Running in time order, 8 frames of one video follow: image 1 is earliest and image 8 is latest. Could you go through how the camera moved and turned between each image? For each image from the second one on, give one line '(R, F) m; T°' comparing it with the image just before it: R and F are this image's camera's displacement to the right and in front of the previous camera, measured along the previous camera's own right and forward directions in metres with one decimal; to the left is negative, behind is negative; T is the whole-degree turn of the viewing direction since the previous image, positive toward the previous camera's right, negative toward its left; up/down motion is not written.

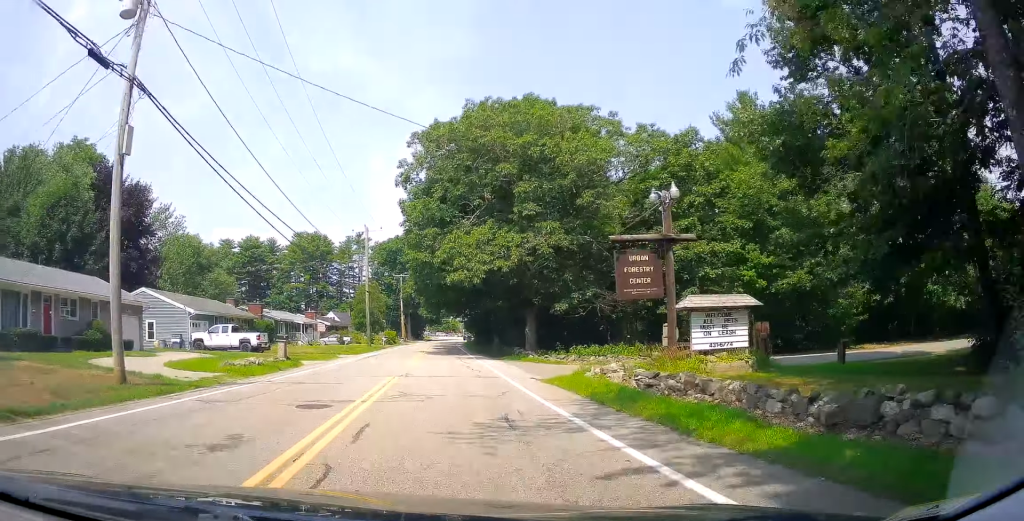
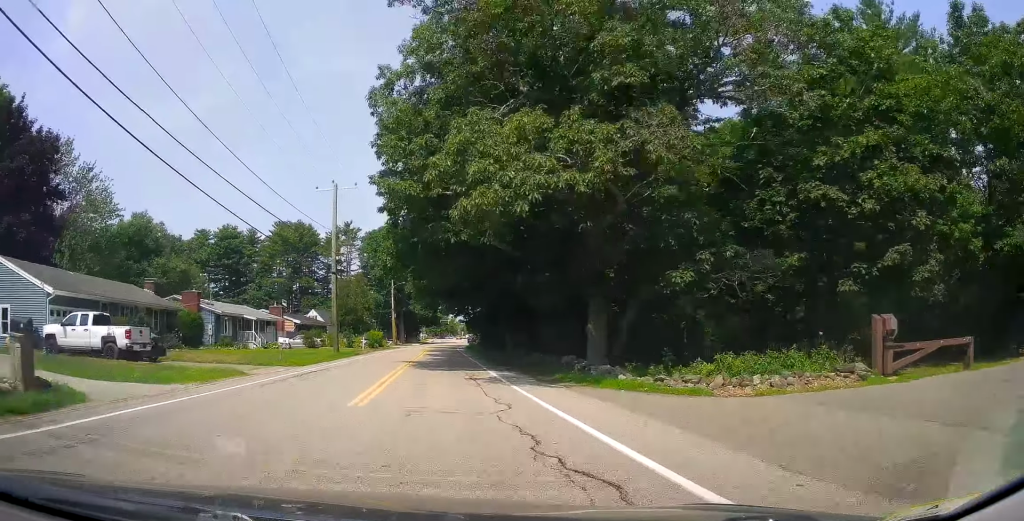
(+0.1, +17.0) m; 0°
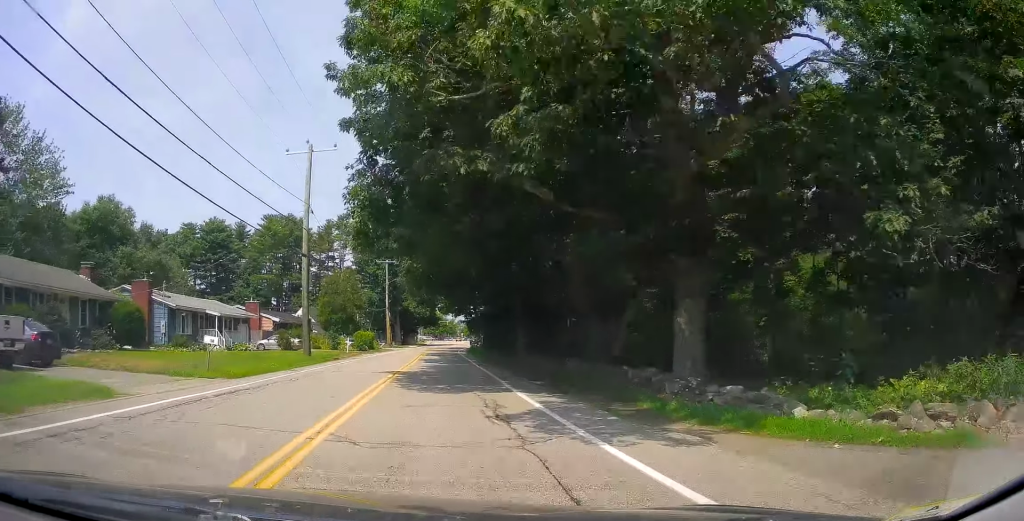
(-0.5, +8.6) m; 0°
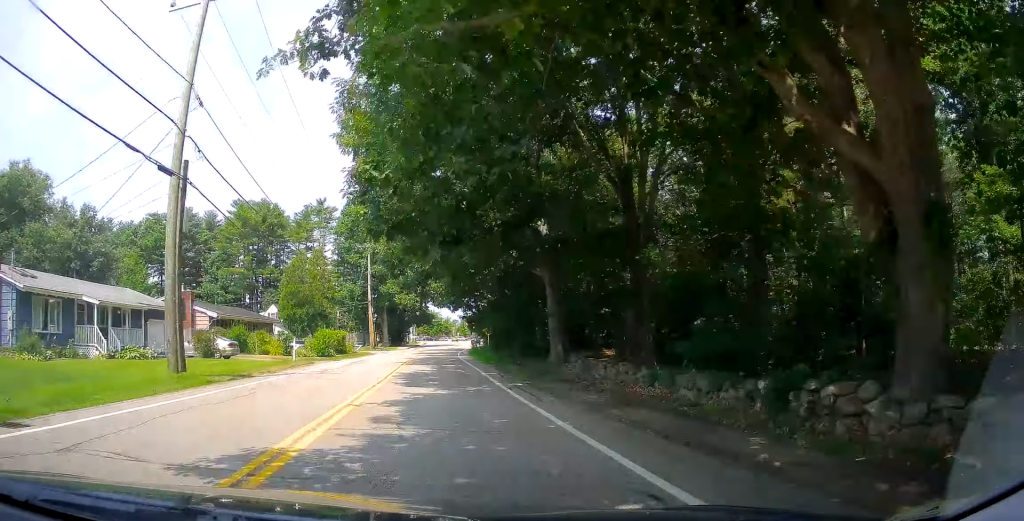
(+0.6, +16.2) m; +1°
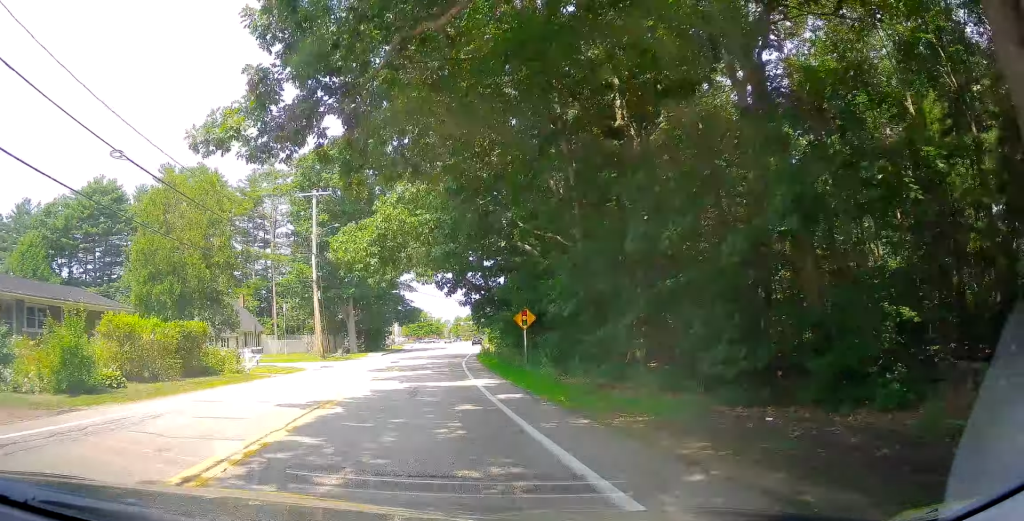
(-0.2, +28.8) m; +1°
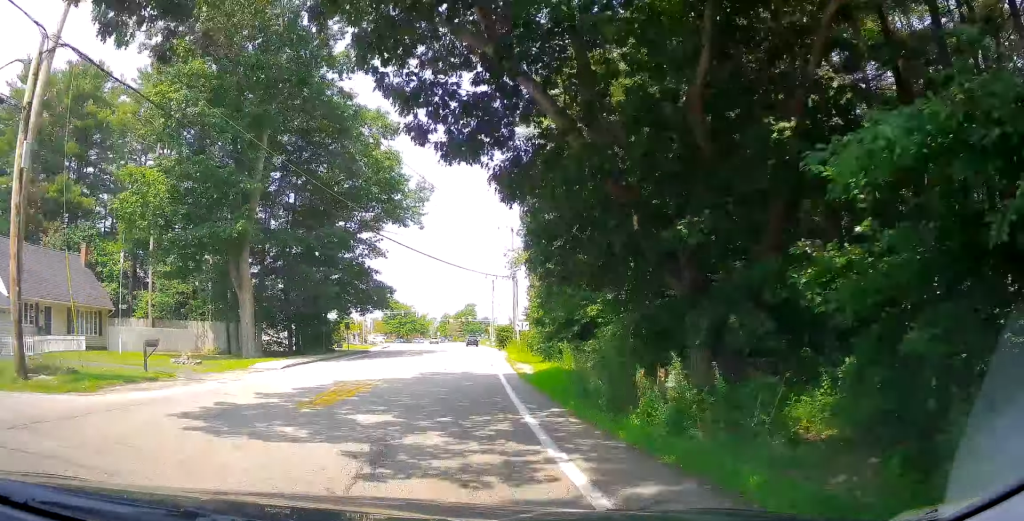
(+0.5, +35.0) m; 0°
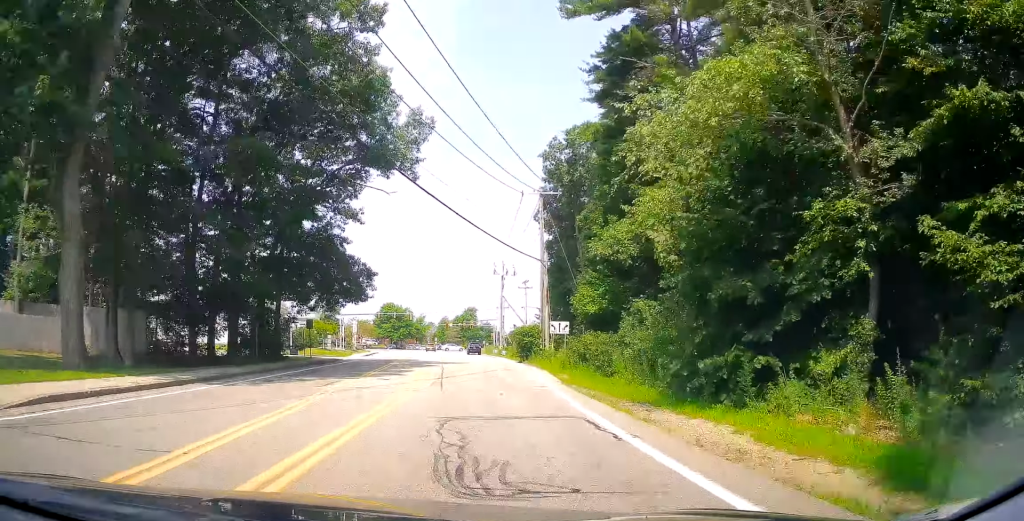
(-0.2, +18.5) m; 0°
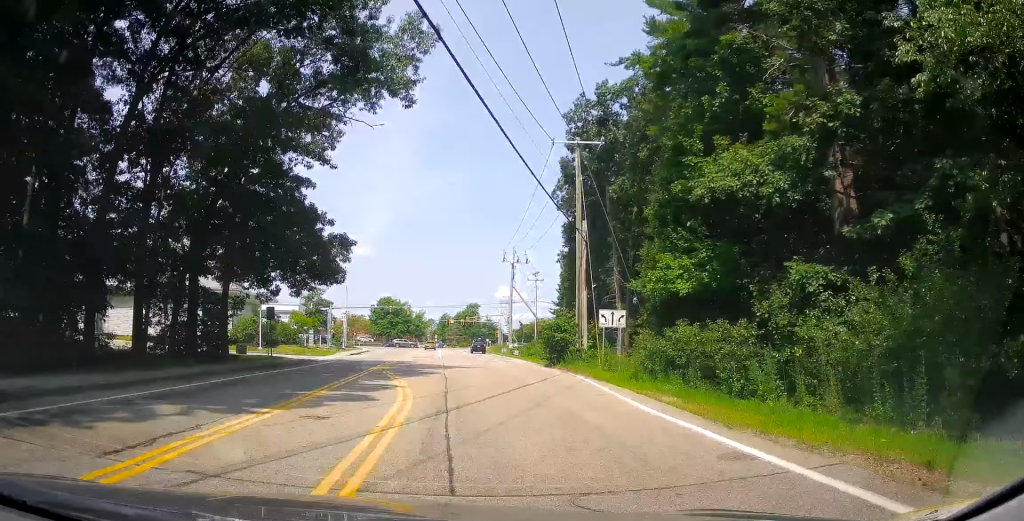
(-0.2, +11.8) m; +1°
